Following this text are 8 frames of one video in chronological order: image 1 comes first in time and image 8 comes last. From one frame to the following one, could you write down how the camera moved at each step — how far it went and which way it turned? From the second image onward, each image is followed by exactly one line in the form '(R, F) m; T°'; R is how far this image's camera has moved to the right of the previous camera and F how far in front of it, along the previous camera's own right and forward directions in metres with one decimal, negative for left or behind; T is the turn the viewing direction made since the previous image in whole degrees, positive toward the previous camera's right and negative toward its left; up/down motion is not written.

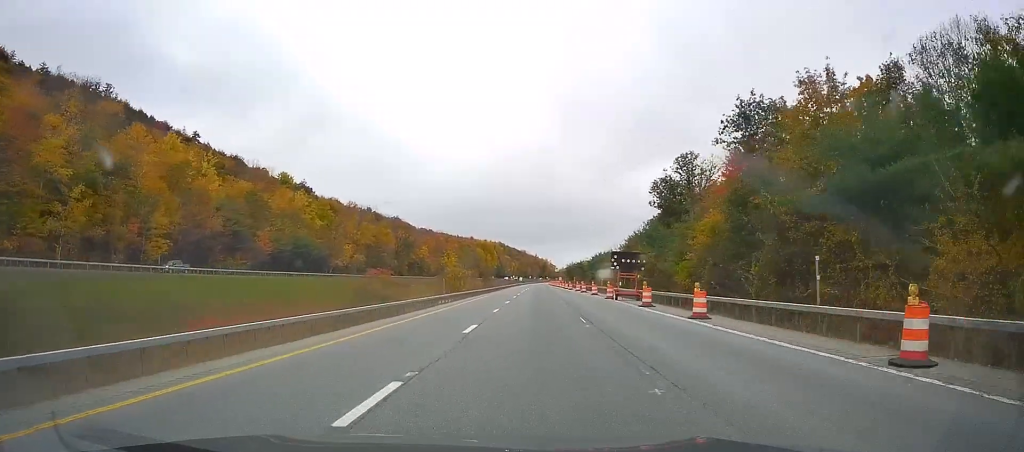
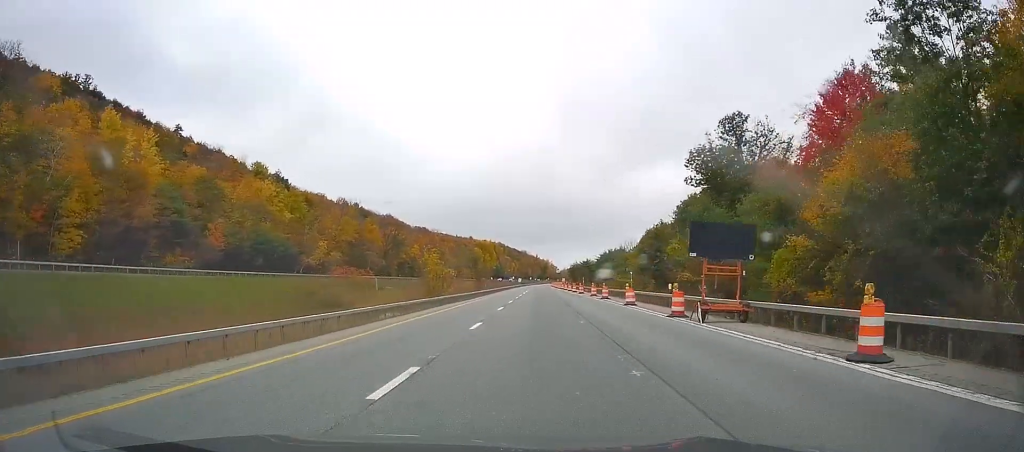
(-0.1, +21.8) m; 0°
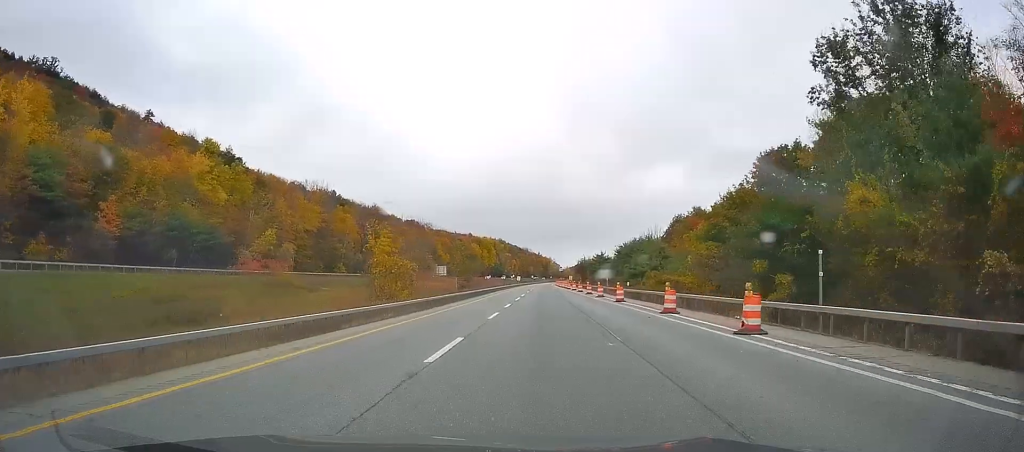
(0.0, +33.0) m; +1°
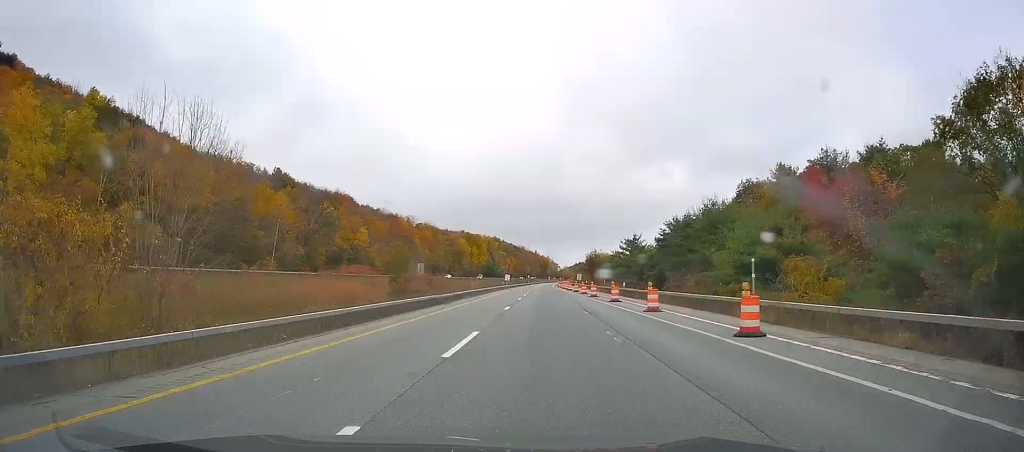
(+0.2, +48.9) m; 0°
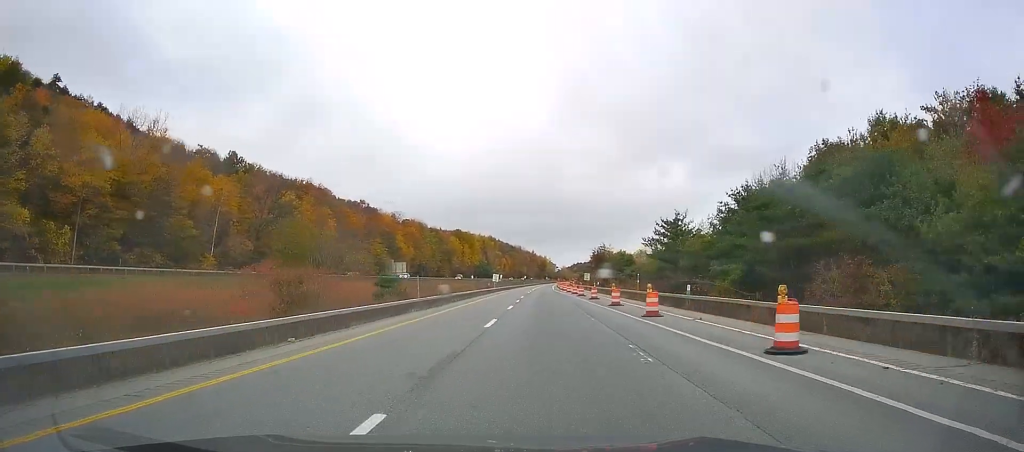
(0.0, +27.4) m; 0°
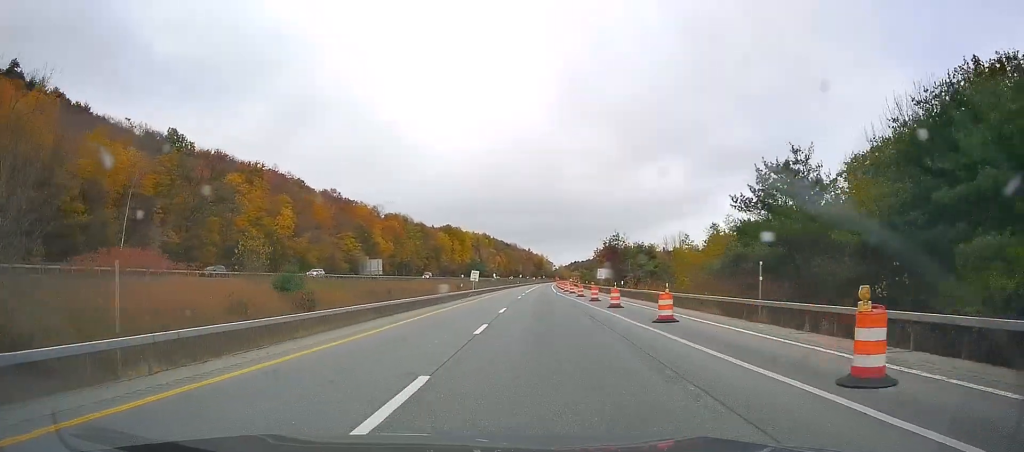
(0.0, +27.9) m; +1°
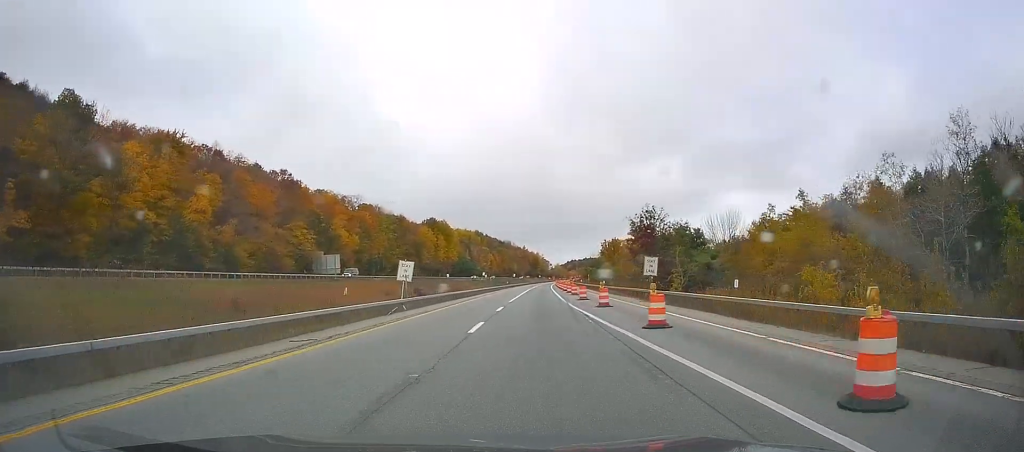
(+0.4, +35.4) m; 0°
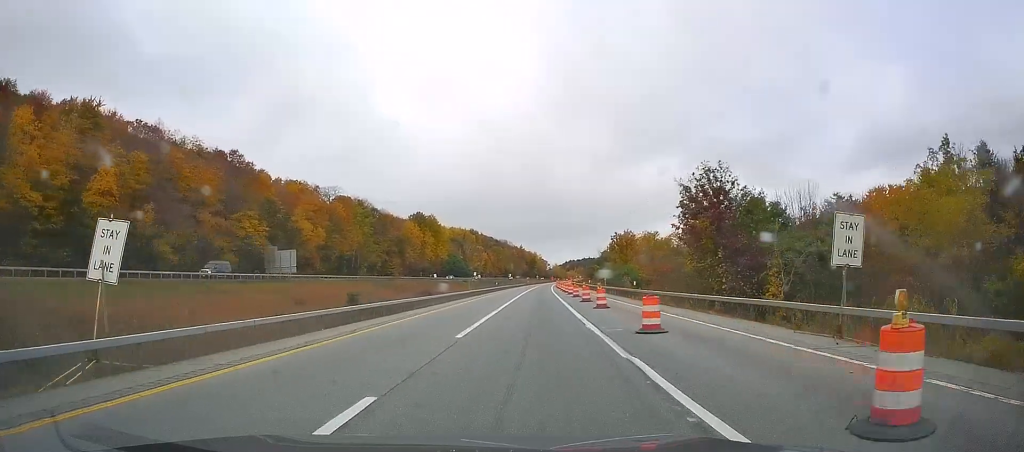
(-0.2, +26.3) m; 0°
